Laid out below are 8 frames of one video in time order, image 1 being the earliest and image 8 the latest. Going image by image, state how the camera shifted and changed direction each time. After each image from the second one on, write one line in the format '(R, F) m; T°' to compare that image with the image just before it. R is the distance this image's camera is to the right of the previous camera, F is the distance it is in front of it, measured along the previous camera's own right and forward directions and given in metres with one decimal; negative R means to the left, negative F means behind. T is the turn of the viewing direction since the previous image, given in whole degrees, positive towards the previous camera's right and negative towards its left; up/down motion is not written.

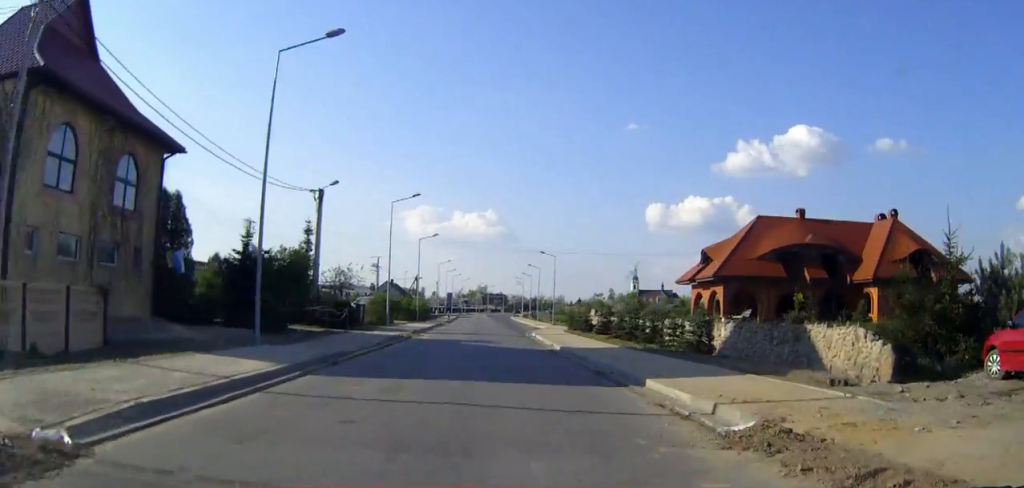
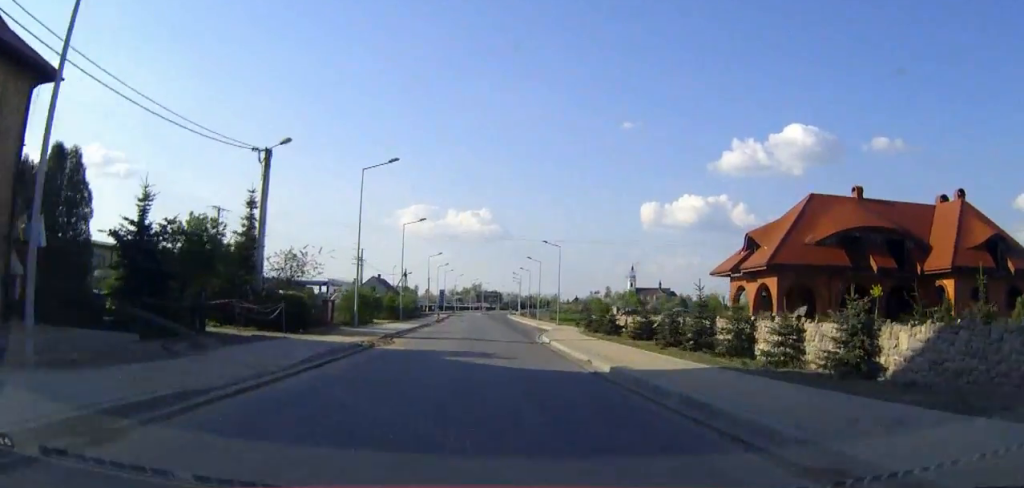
(0.0, +11.0) m; 0°
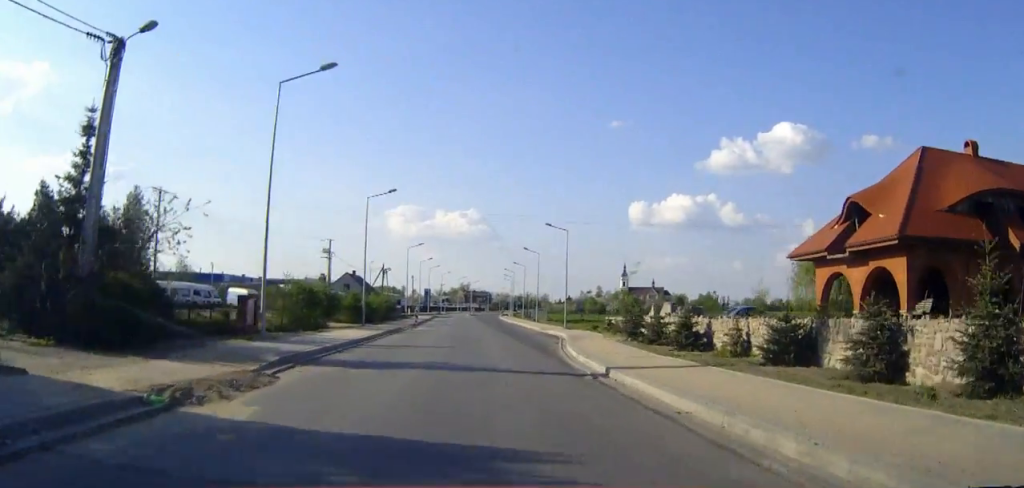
(+0.1, +15.5) m; +1°
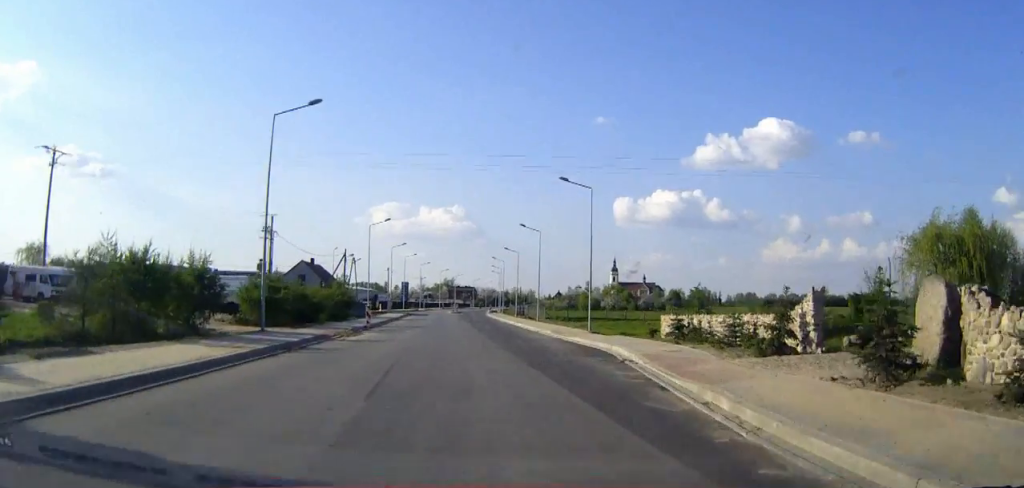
(+0.2, +20.5) m; +1°
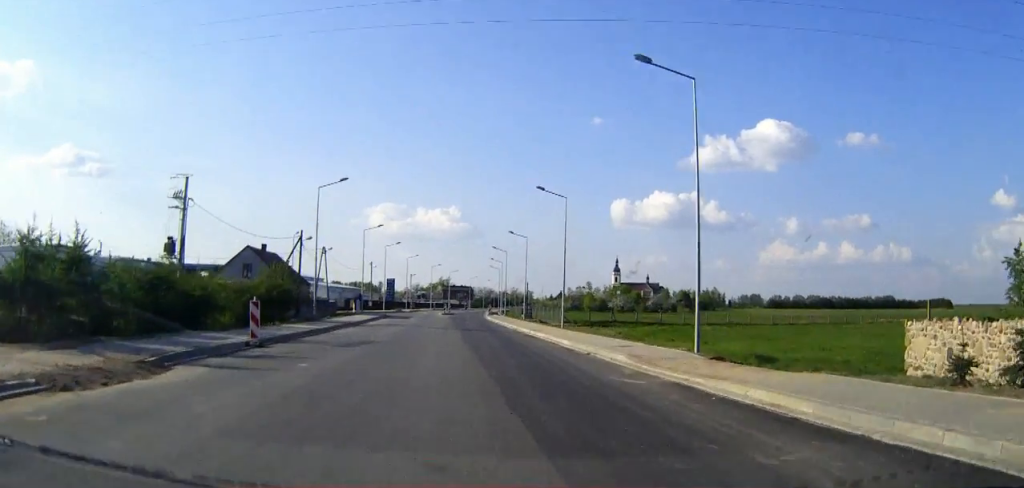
(+0.1, +21.4) m; +1°
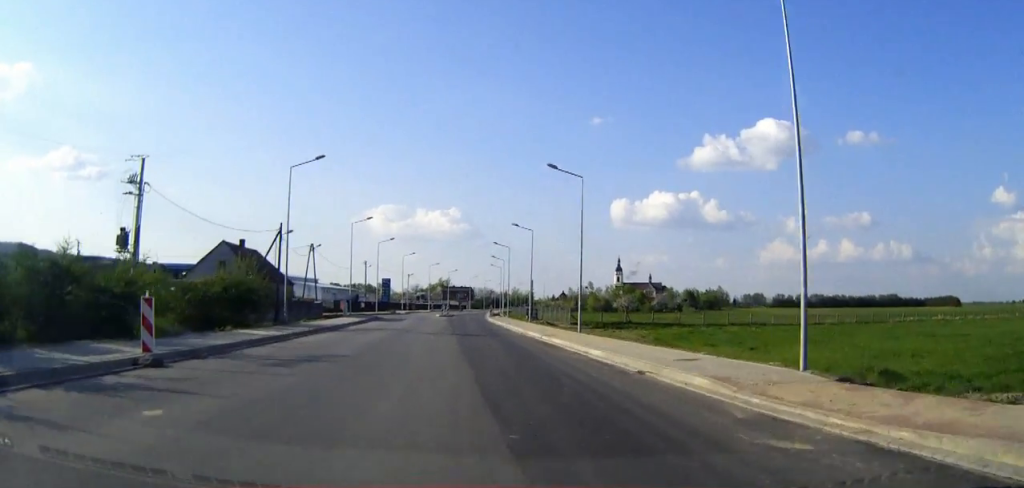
(0.0, +7.3) m; 0°
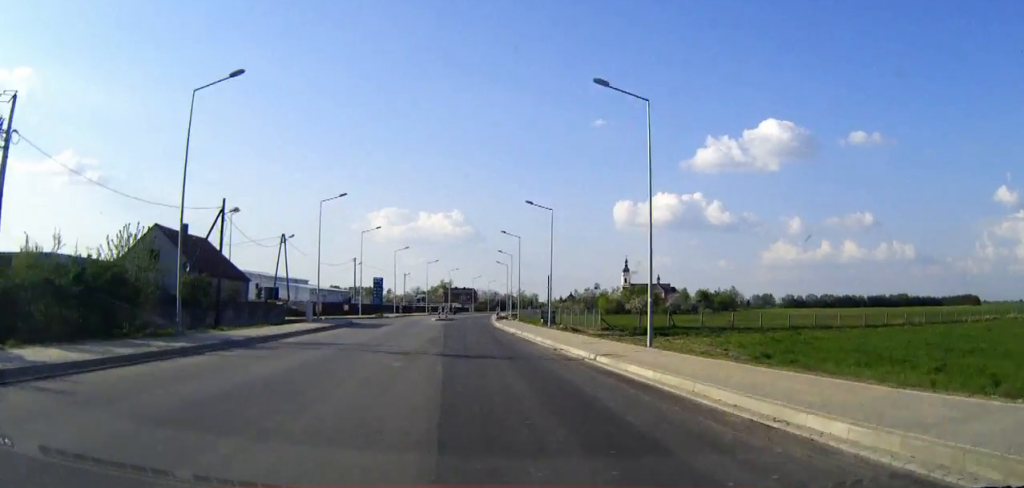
(0.0, +15.1) m; 0°
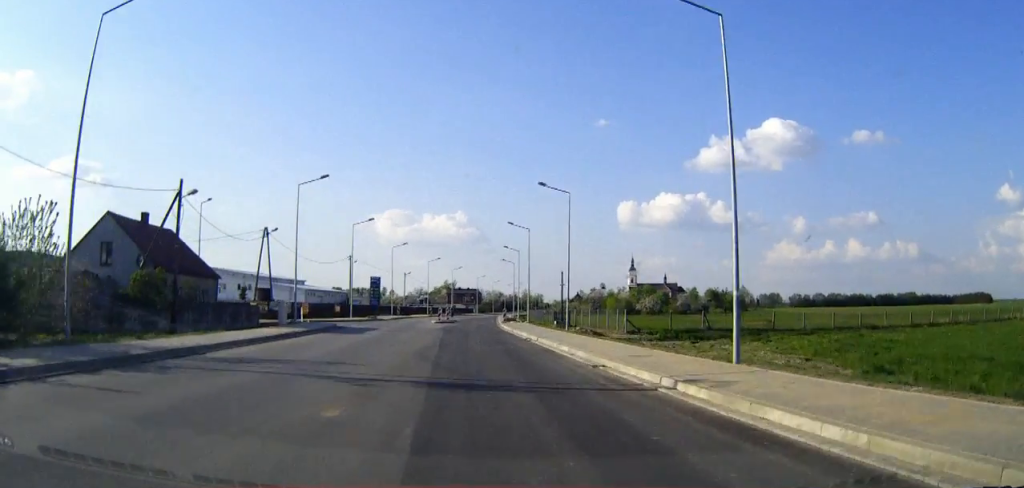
(0.0, +7.8) m; 0°
